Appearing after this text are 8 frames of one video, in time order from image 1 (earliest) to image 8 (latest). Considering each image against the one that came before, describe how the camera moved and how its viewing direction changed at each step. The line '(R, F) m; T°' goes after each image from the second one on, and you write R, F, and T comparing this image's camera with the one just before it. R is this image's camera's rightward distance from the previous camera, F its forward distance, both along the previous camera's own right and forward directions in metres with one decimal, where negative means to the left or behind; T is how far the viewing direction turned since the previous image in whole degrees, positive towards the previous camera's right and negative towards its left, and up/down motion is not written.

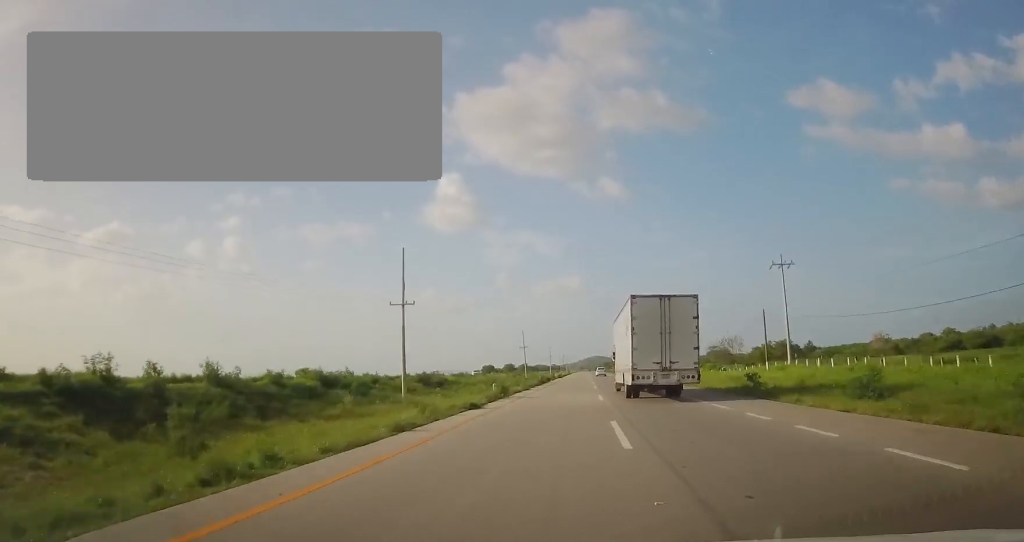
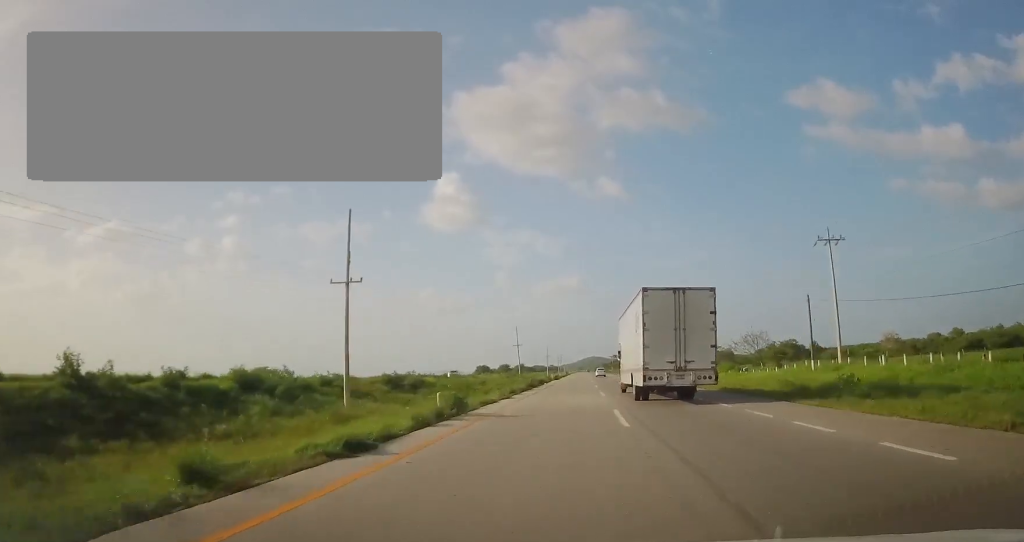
(-0.1, +12.0) m; 0°
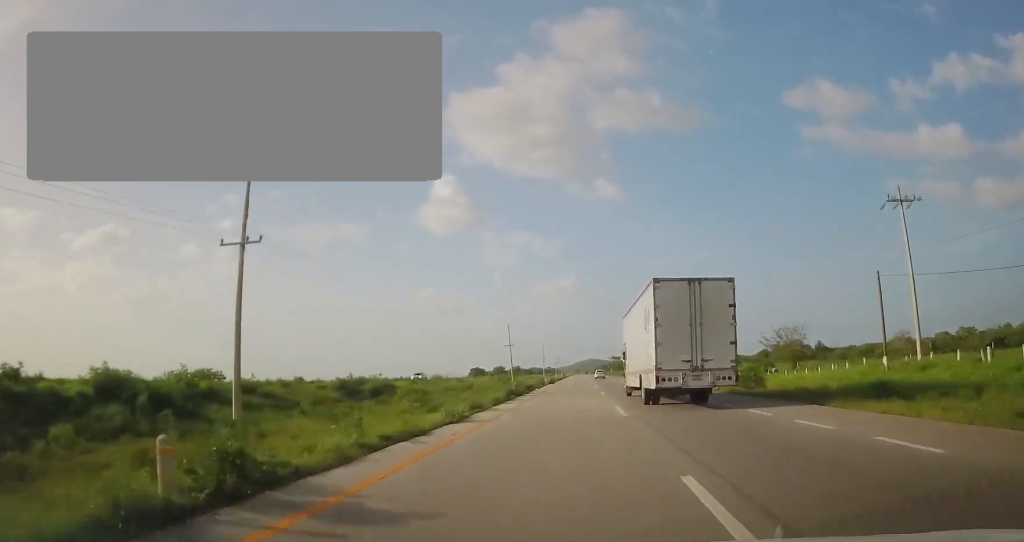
(-0.1, +12.1) m; 0°
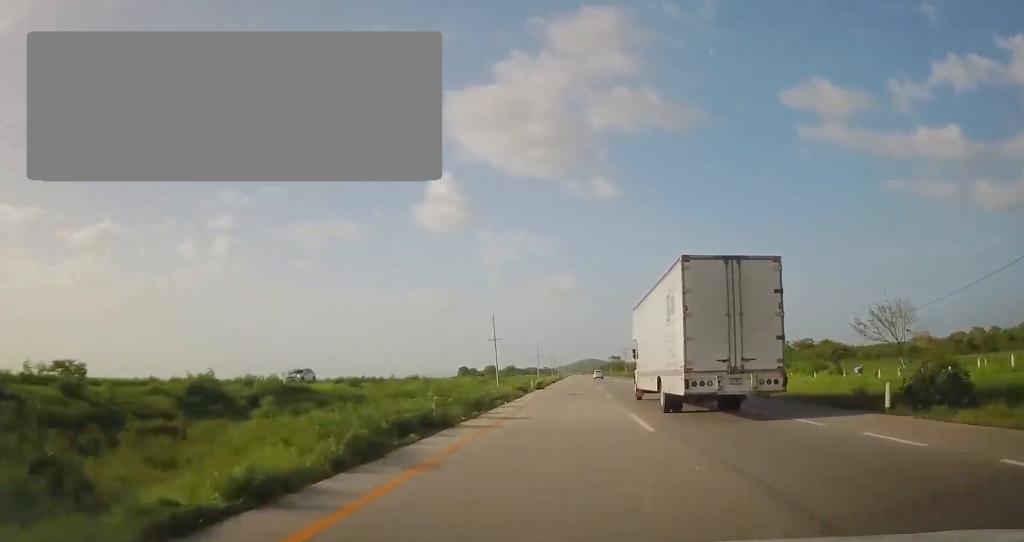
(+0.3, +20.3) m; +2°
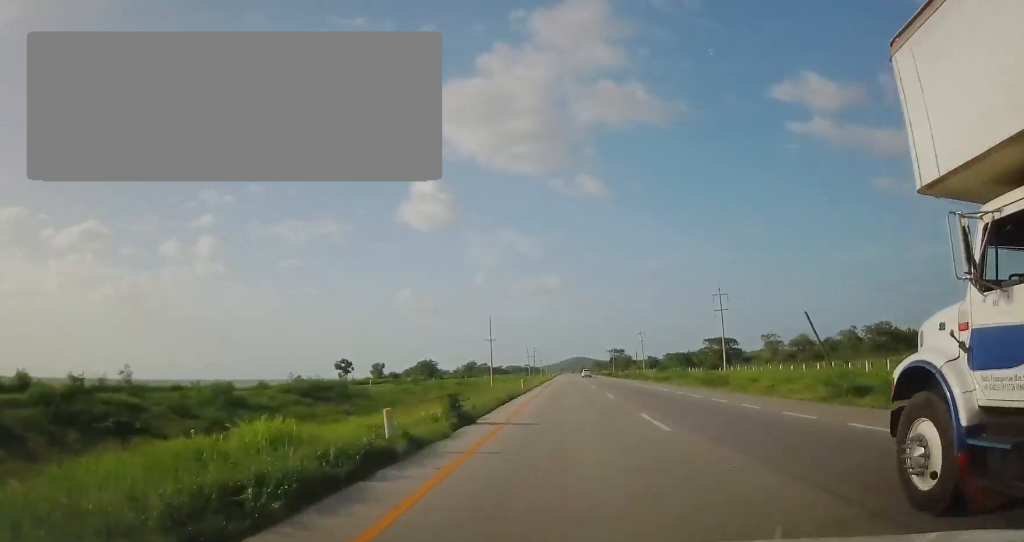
(+0.6, +95.9) m; +1°
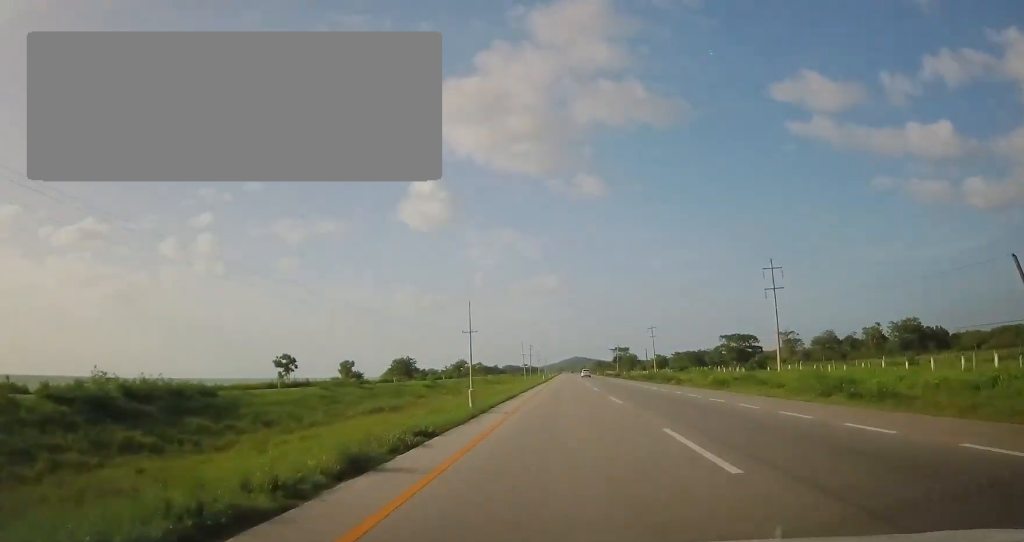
(+0.2, +21.2) m; 0°
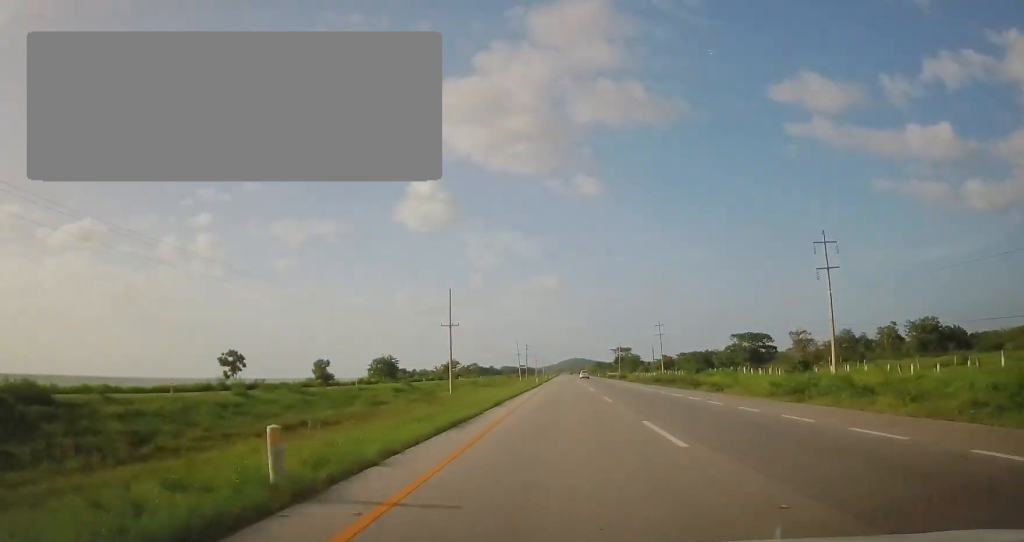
(-0.2, +13.2) m; 0°
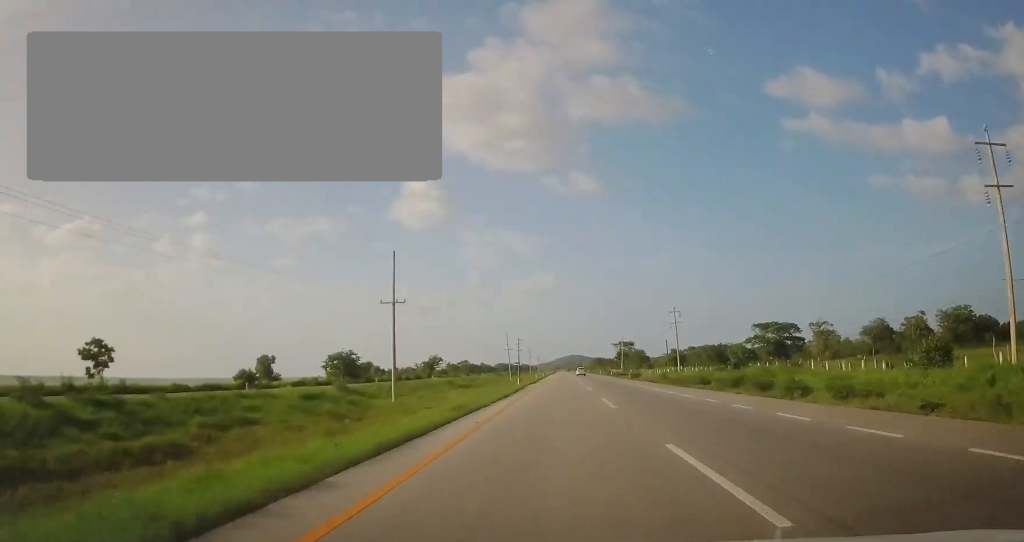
(-0.1, +21.5) m; 0°
